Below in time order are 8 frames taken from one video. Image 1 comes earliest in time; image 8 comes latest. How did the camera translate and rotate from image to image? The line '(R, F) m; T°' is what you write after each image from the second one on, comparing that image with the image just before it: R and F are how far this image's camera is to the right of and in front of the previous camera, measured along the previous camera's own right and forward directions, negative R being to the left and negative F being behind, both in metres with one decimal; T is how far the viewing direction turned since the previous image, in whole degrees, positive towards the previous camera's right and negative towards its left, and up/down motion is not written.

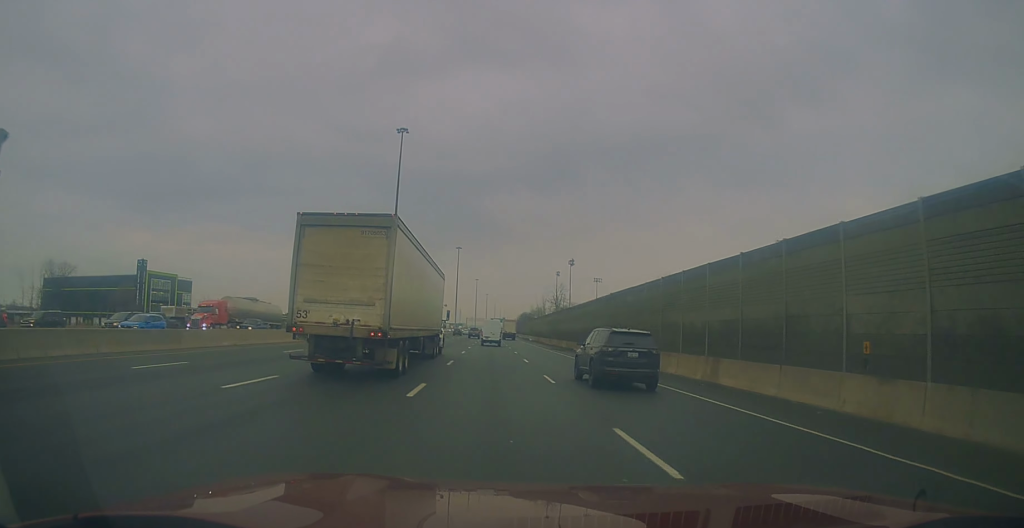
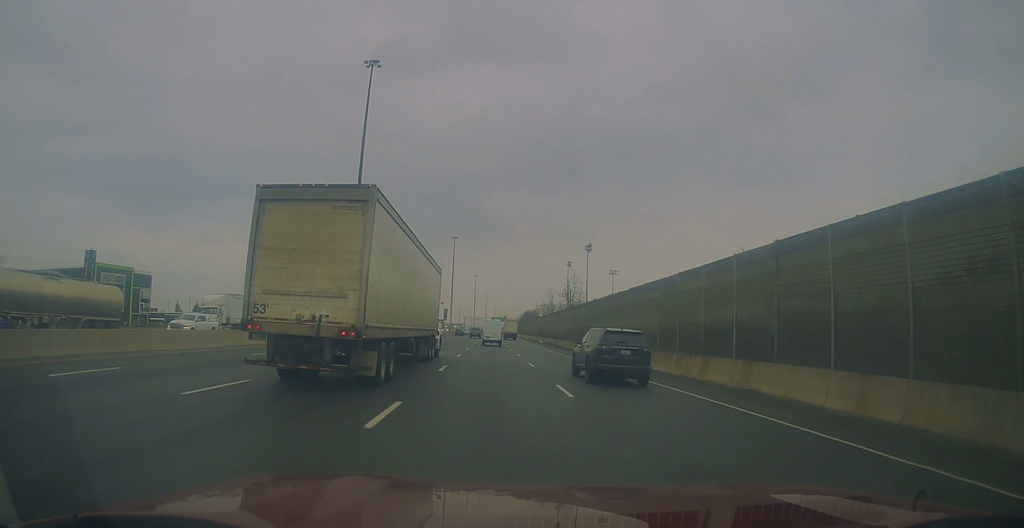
(-0.5, +28.8) m; 0°
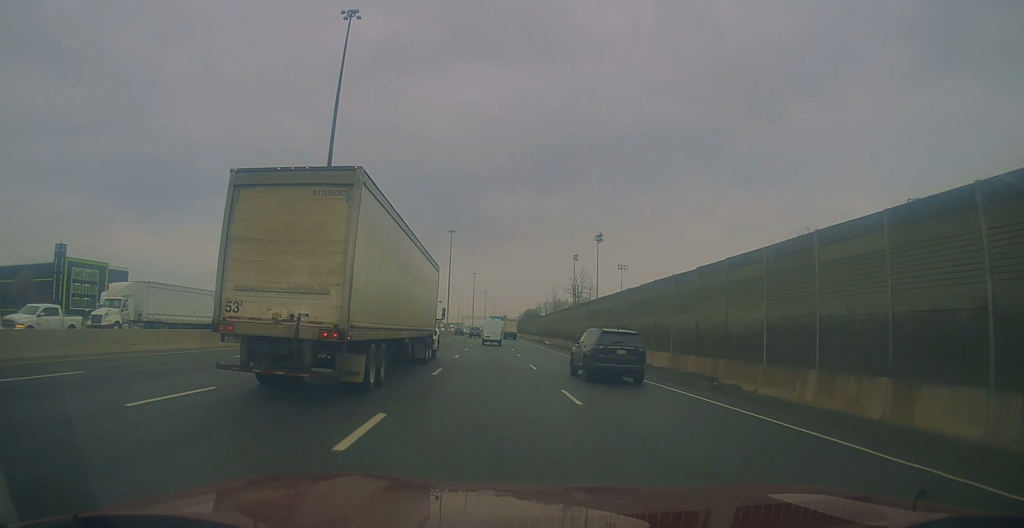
(+0.1, +14.0) m; 0°
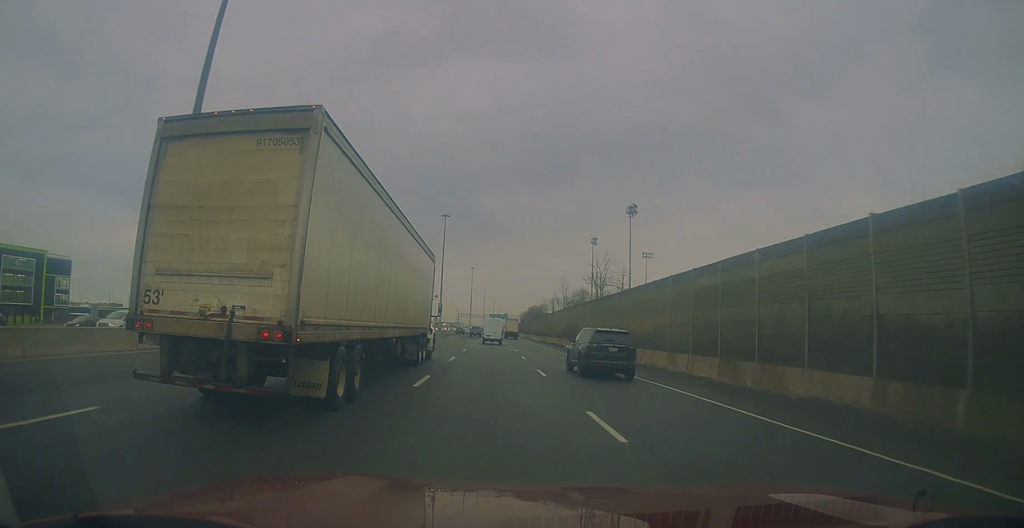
(+0.3, +29.1) m; 0°
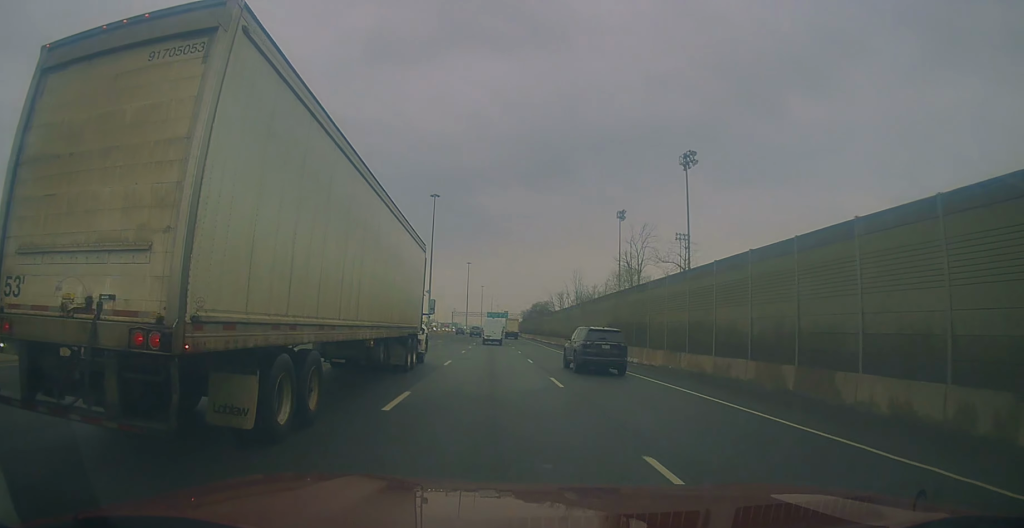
(-0.2, +29.4) m; 0°
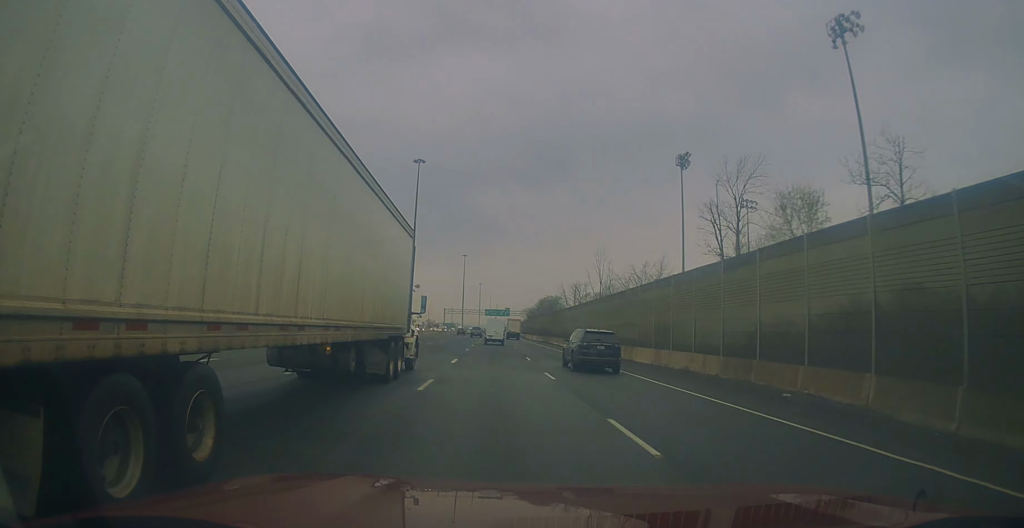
(+0.2, +35.2) m; 0°
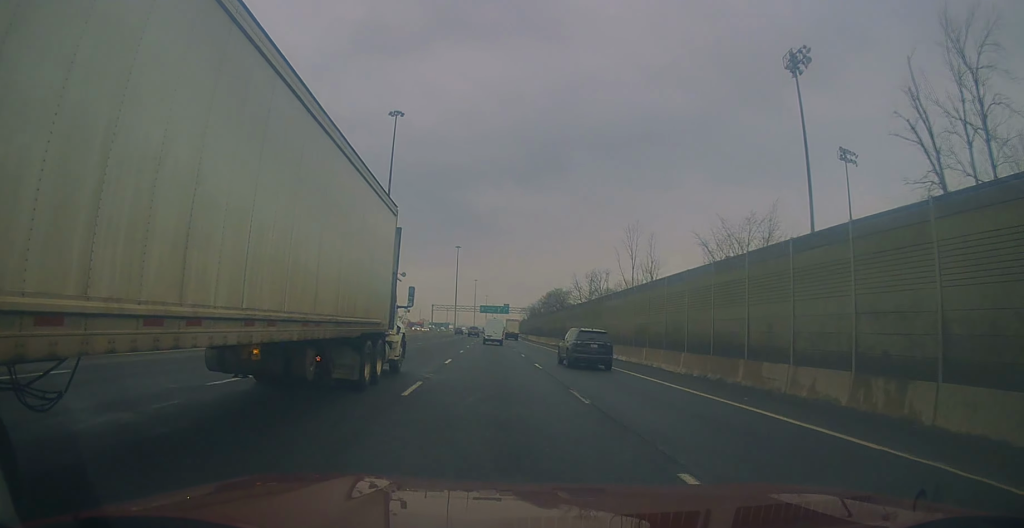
(-0.1, +30.9) m; 0°
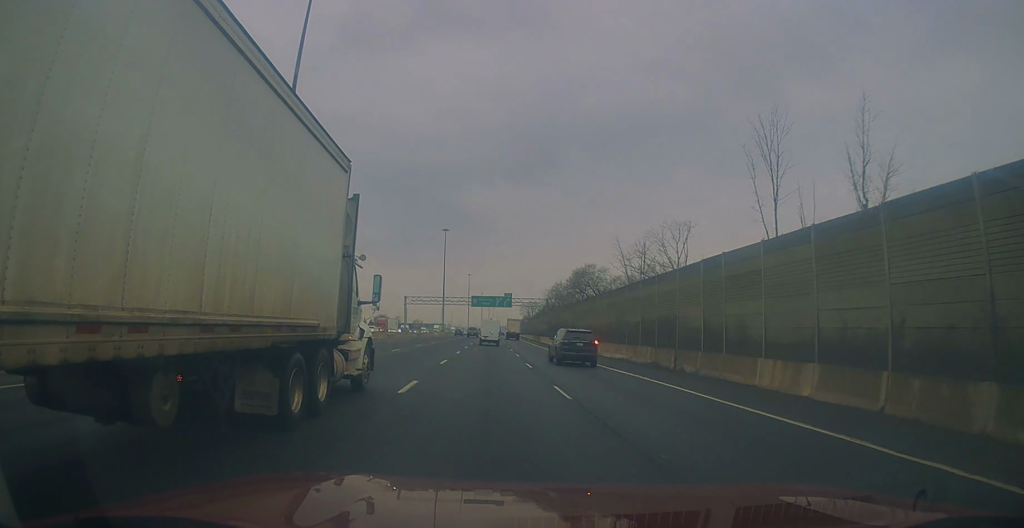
(+0.4, +45.9) m; +1°
